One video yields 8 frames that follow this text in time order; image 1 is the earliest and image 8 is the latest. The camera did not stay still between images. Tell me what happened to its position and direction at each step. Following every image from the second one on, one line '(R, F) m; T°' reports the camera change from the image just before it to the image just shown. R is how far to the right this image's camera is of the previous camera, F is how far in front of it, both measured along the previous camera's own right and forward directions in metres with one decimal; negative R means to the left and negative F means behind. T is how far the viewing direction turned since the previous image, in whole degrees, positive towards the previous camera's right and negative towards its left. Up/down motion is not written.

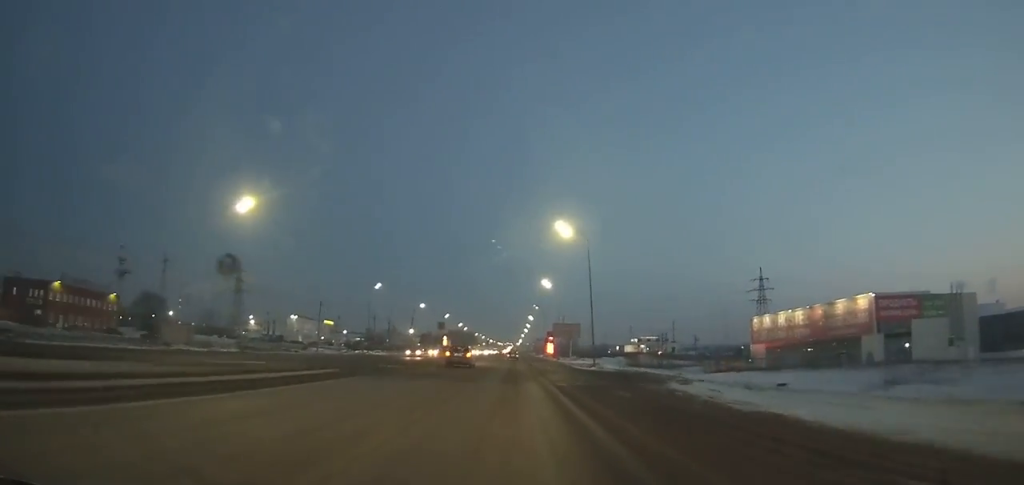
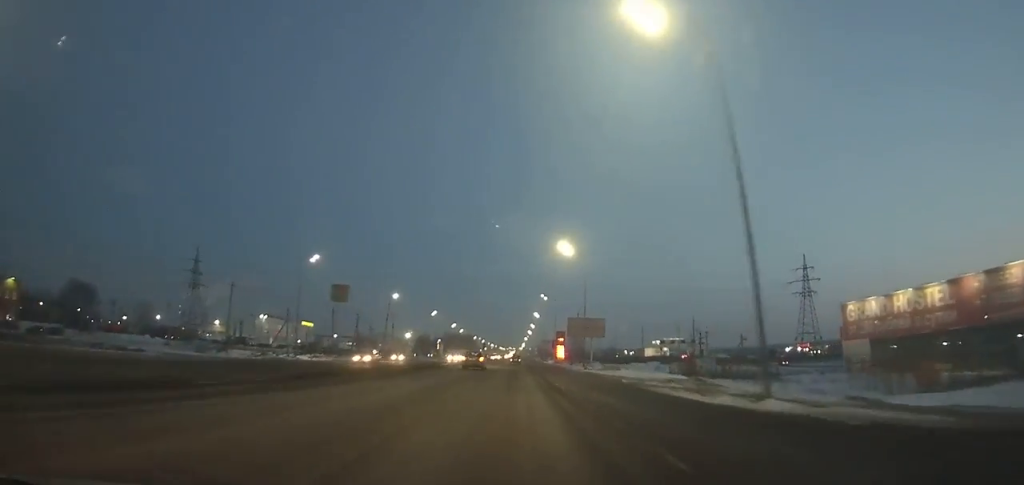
(-0.2, +33.2) m; 0°
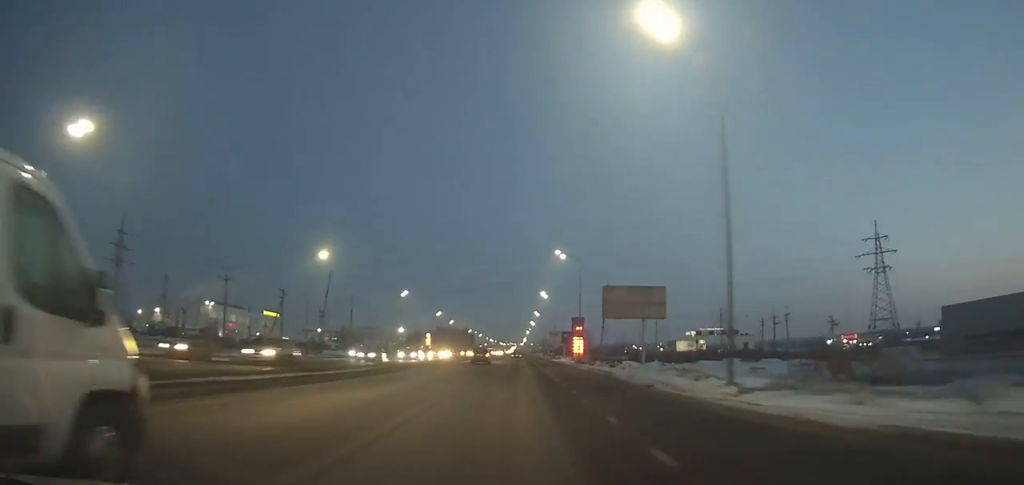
(+0.1, +40.6) m; 0°
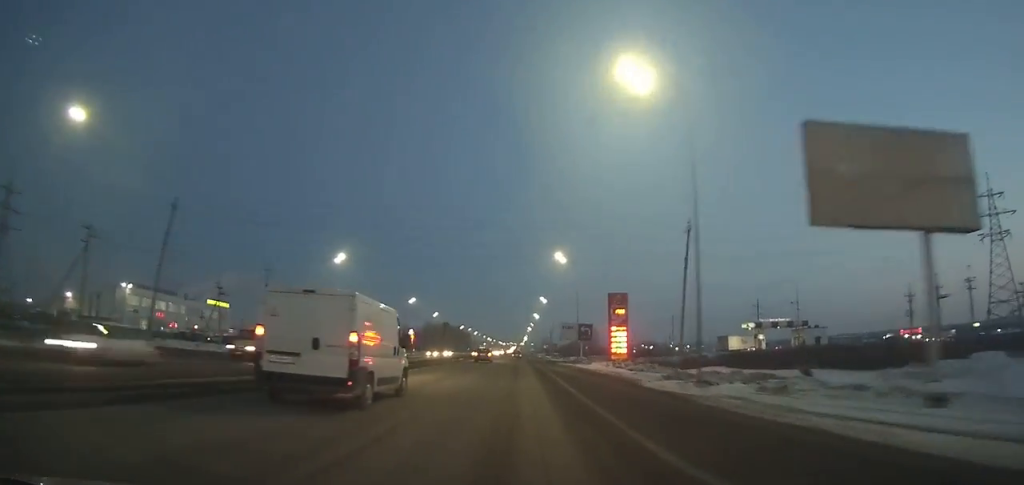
(+0.1, +41.1) m; 0°
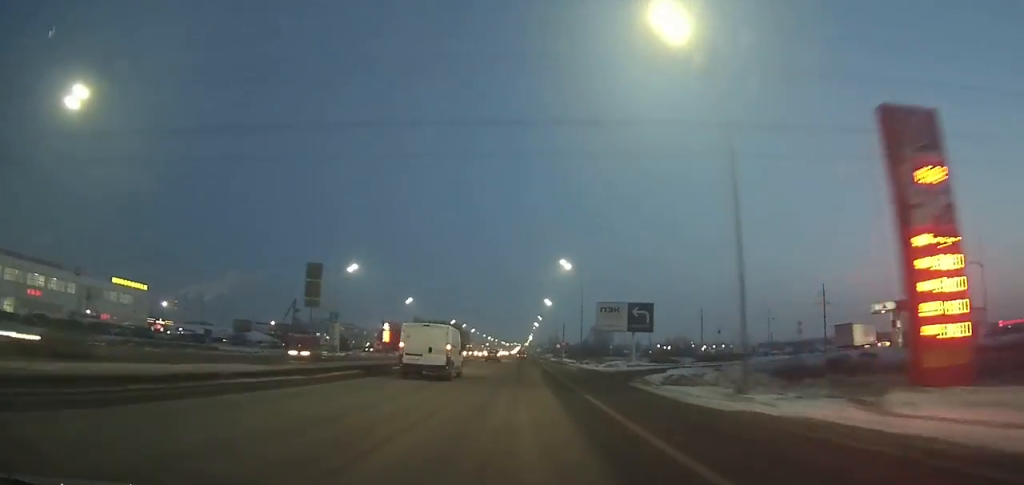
(-0.1, +46.5) m; 0°
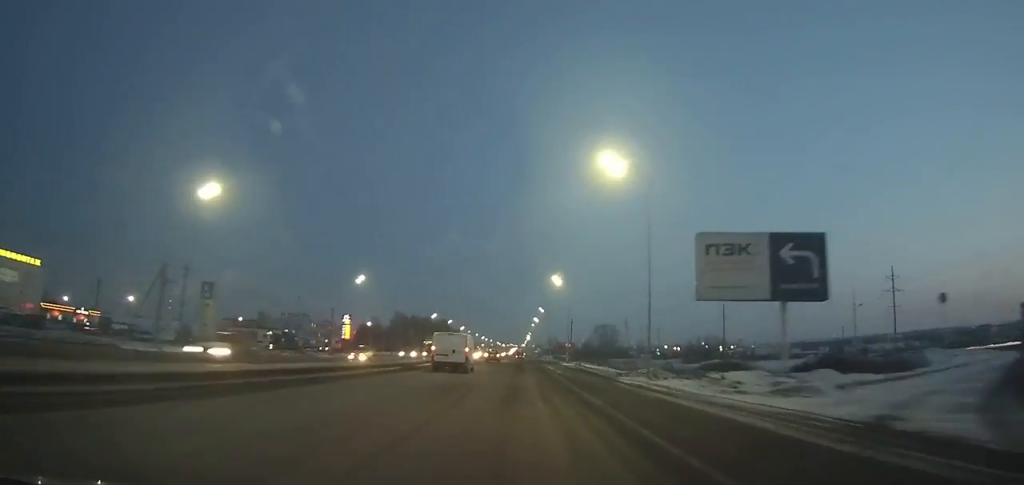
(-0.1, +36.3) m; 0°
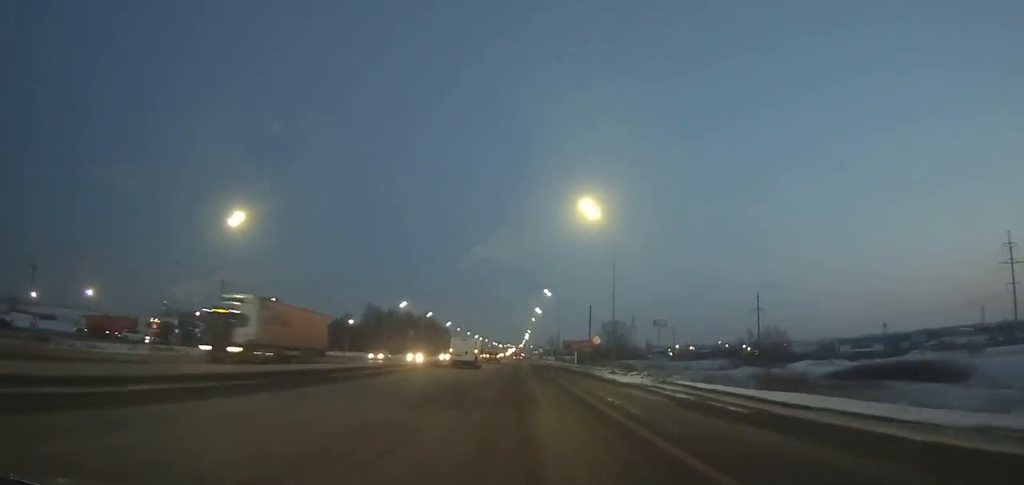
(+0.2, +39.7) m; 0°
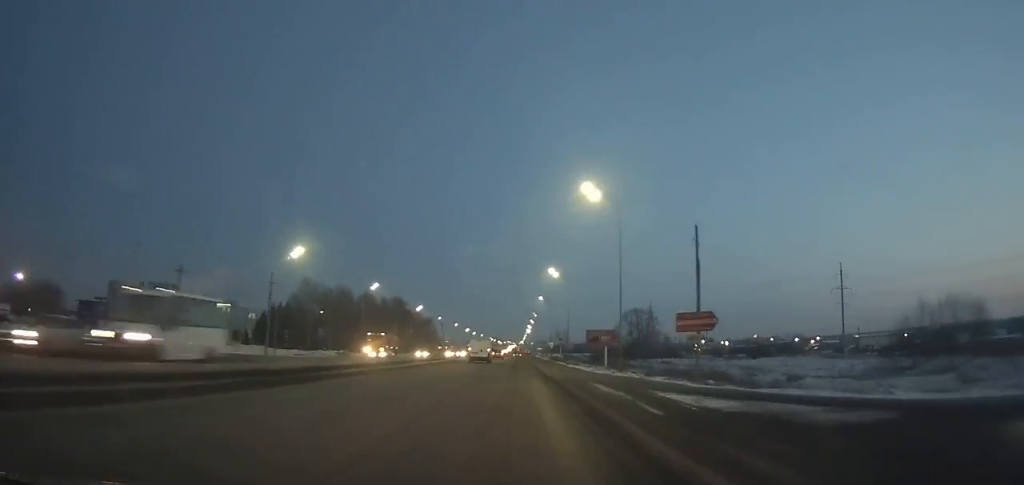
(-0.1, +60.3) m; 0°
